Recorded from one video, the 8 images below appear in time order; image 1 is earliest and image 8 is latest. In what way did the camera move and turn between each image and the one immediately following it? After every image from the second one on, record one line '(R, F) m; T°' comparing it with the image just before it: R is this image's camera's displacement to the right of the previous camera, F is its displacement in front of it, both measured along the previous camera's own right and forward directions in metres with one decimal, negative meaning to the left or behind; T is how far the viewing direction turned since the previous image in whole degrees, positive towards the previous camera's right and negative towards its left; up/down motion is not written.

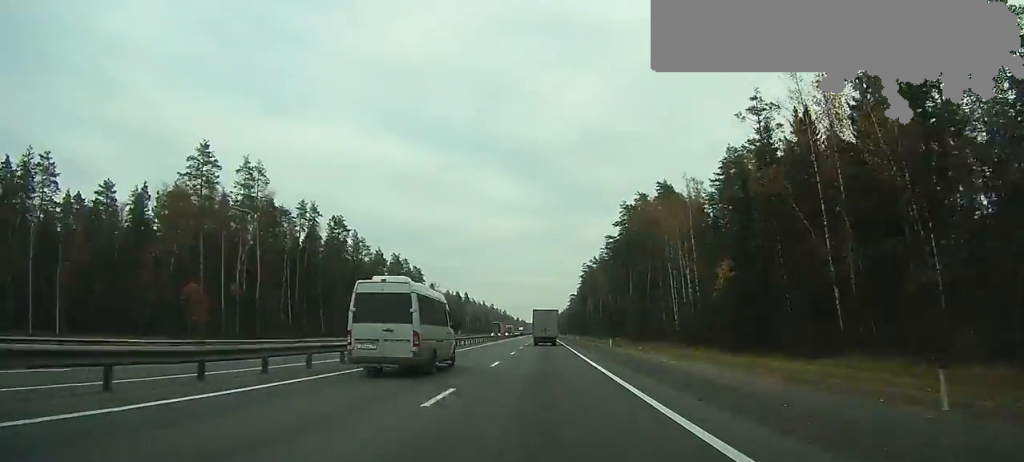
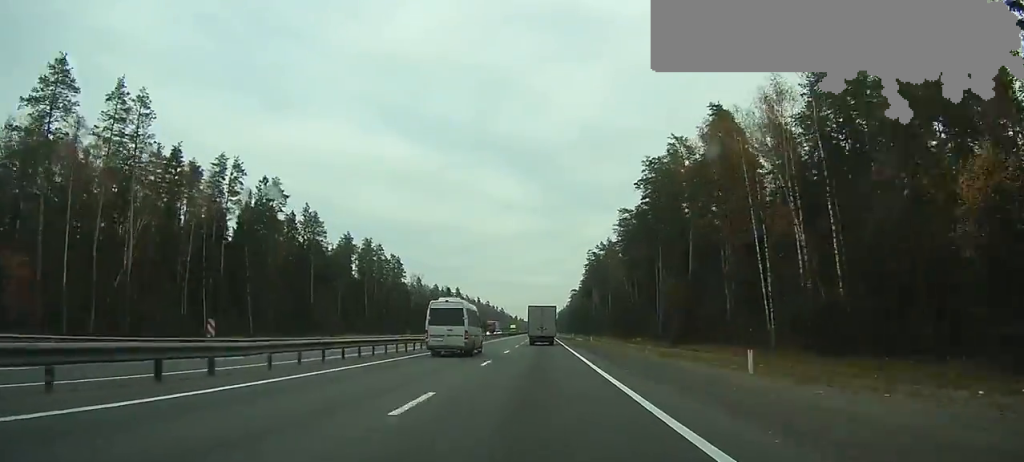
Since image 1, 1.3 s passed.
(-0.1, +38.3) m; 0°
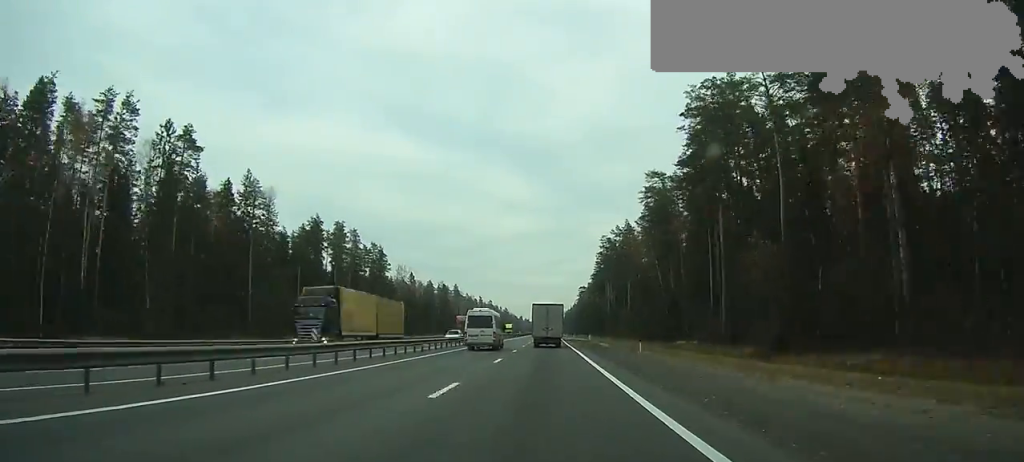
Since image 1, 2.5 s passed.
(-0.1, +35.3) m; 0°
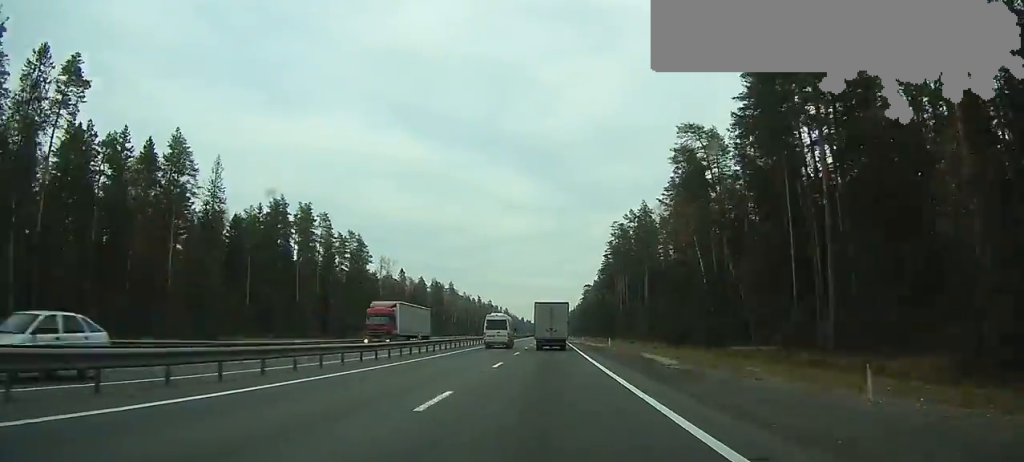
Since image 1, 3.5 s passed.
(0.0, +27.9) m; 0°
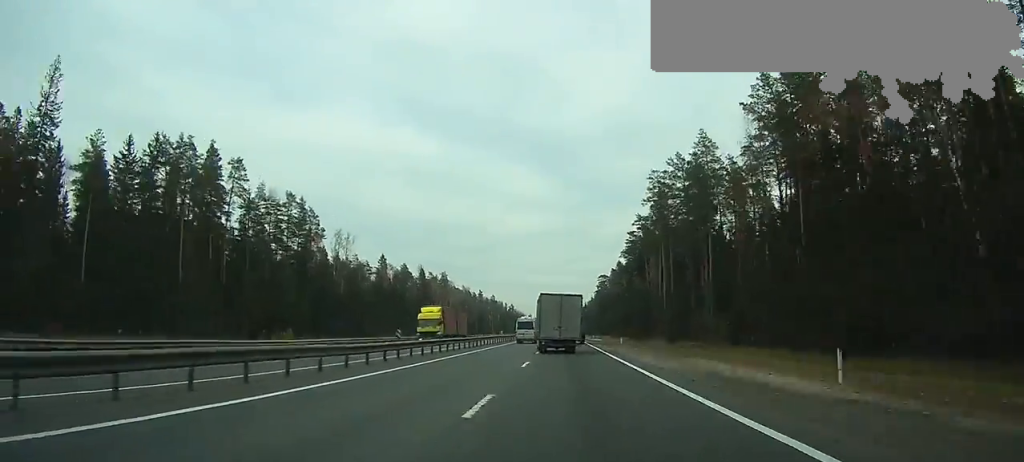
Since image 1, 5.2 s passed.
(-0.1, +50.9) m; 0°
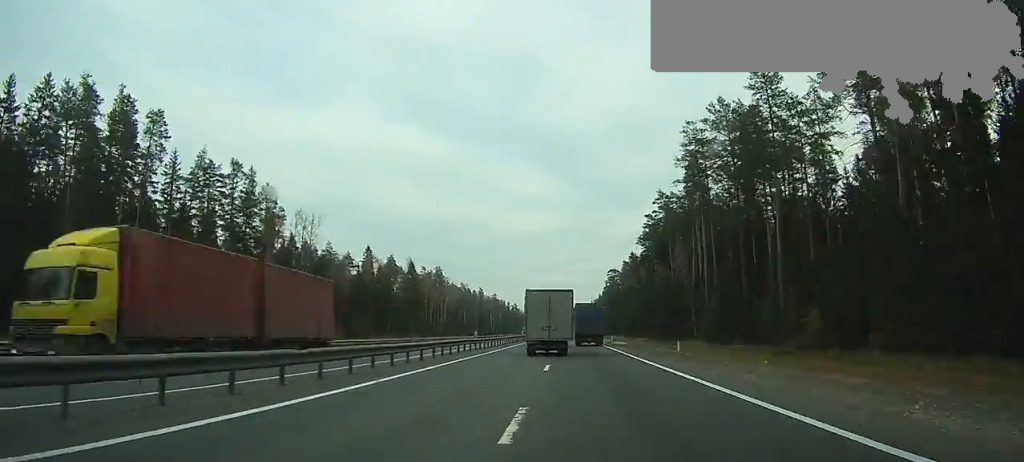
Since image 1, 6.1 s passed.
(-0.1, +27.1) m; 0°
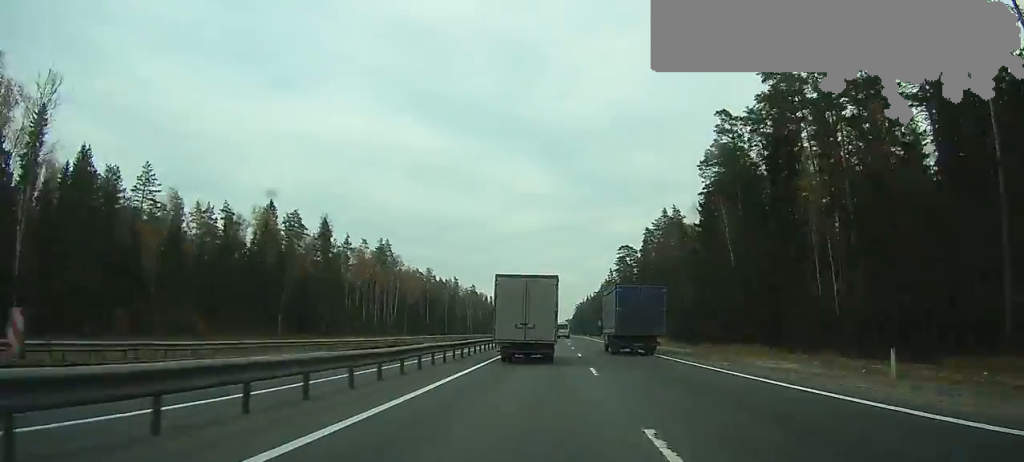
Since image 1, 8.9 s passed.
(+0.1, +75.6) m; 0°
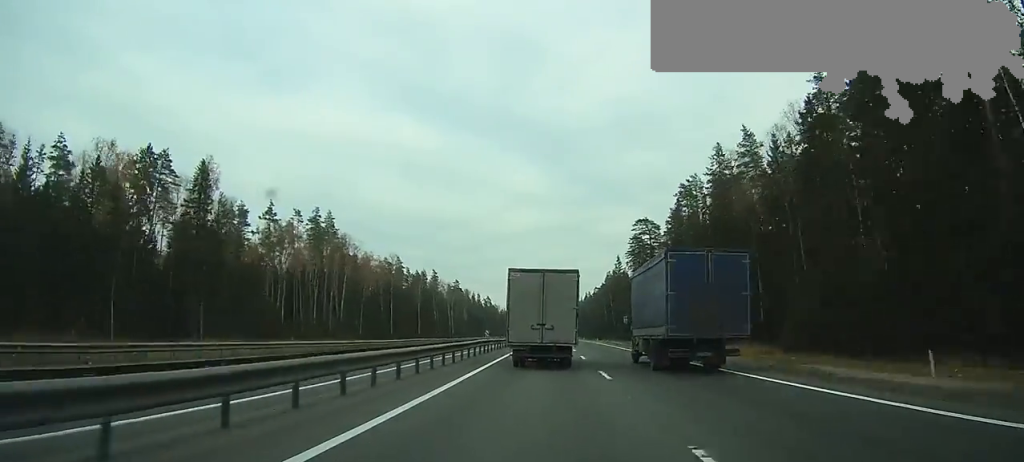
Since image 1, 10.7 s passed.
(+0.2, +49.5) m; 0°
